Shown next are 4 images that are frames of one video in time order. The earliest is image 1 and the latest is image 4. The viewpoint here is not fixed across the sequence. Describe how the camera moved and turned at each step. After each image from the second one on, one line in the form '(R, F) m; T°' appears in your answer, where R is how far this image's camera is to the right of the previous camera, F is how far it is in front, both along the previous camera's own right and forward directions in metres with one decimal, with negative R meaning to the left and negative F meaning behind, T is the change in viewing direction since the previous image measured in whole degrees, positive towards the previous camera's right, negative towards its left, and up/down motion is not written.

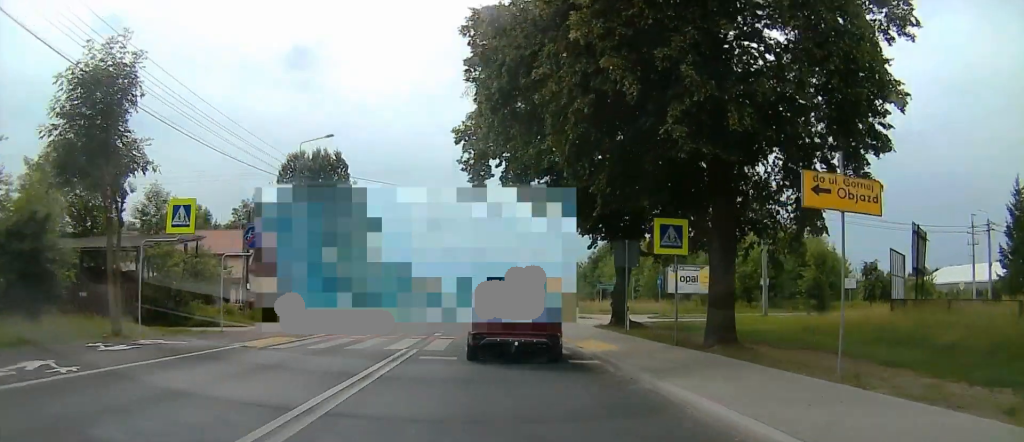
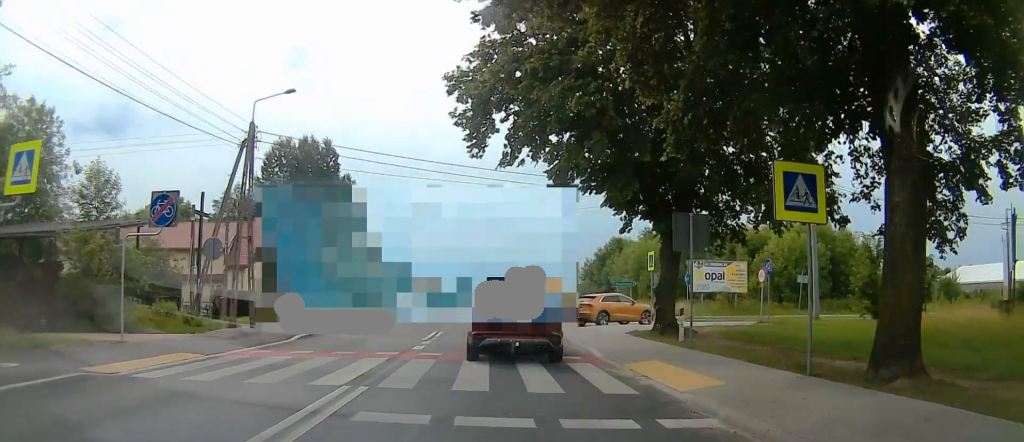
(-0.3, +7.1) m; -2°
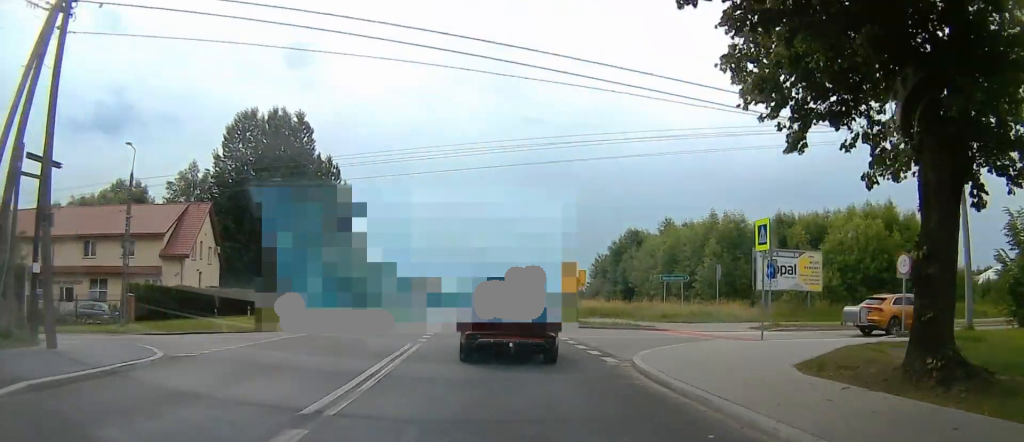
(+0.1, +13.4) m; +12°
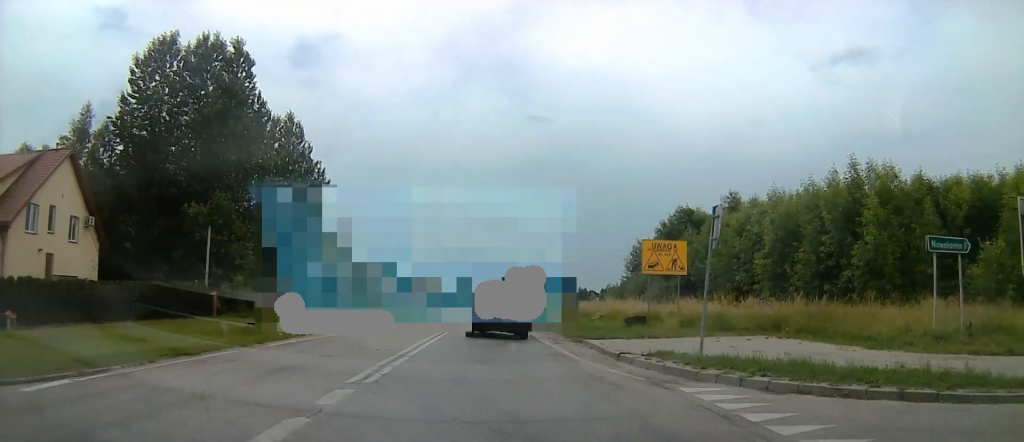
(-1.7, +23.6) m; -8°
